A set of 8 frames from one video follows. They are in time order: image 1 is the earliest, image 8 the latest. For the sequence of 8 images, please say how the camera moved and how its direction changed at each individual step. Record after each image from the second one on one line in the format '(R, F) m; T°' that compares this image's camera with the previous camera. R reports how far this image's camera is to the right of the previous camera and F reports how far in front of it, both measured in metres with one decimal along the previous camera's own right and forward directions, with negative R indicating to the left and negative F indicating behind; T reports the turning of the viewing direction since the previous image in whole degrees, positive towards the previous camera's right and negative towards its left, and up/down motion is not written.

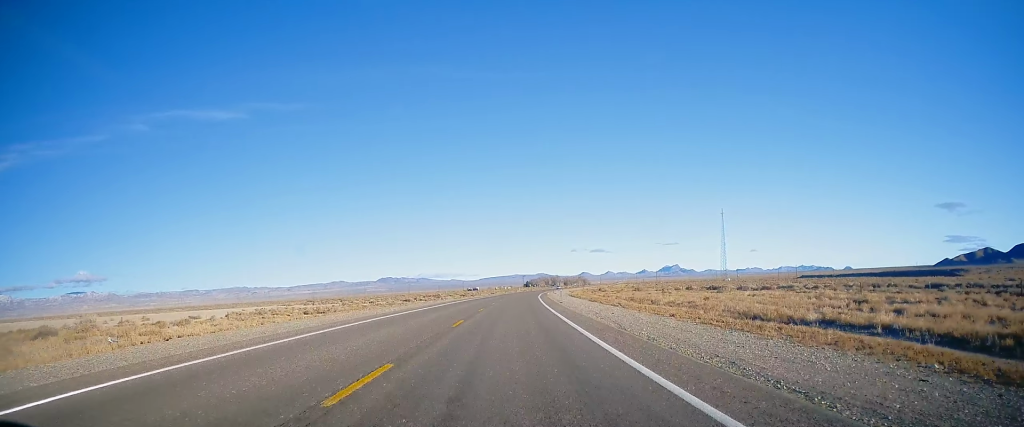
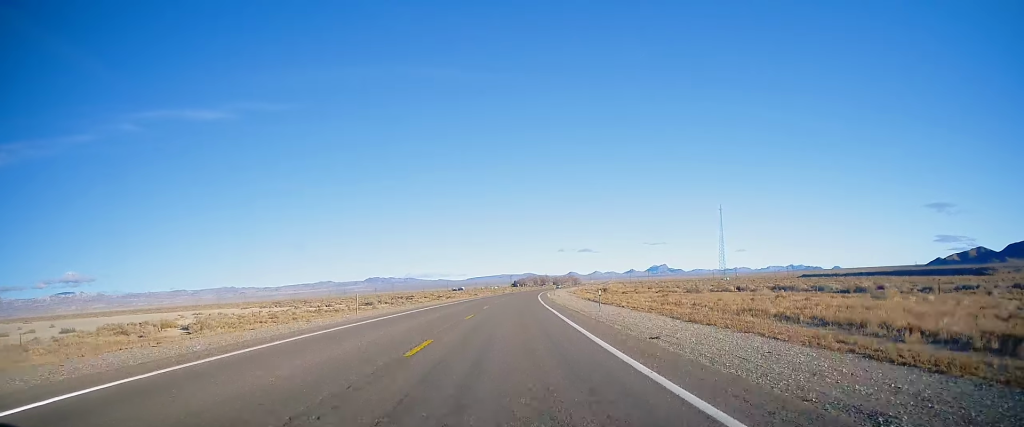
(+0.5, +32.2) m; +1°
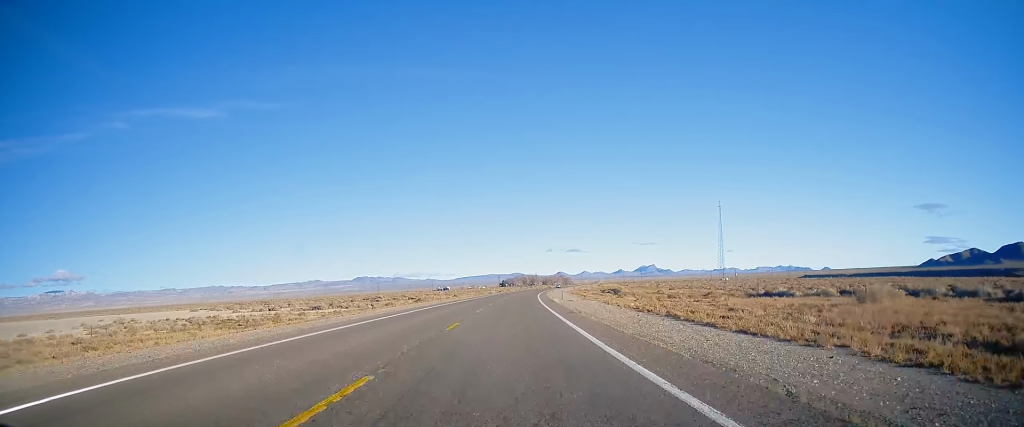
(0.0, +30.1) m; 0°
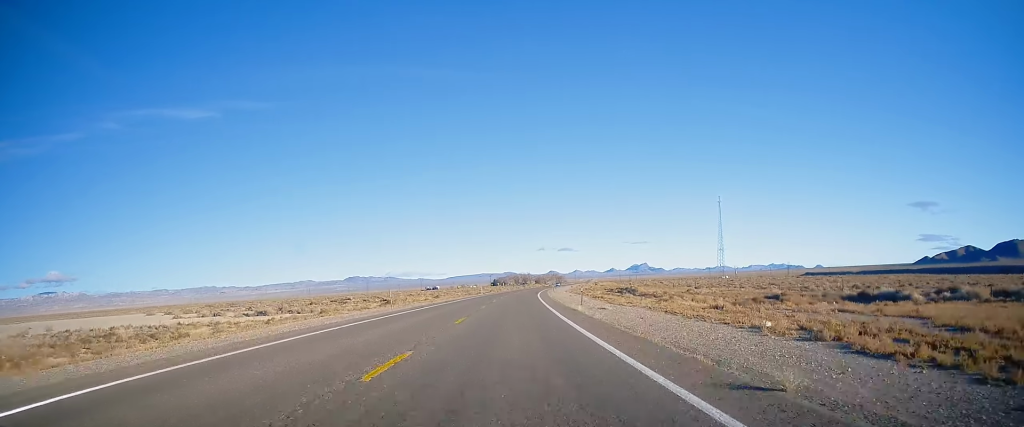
(-0.2, +21.6) m; +1°
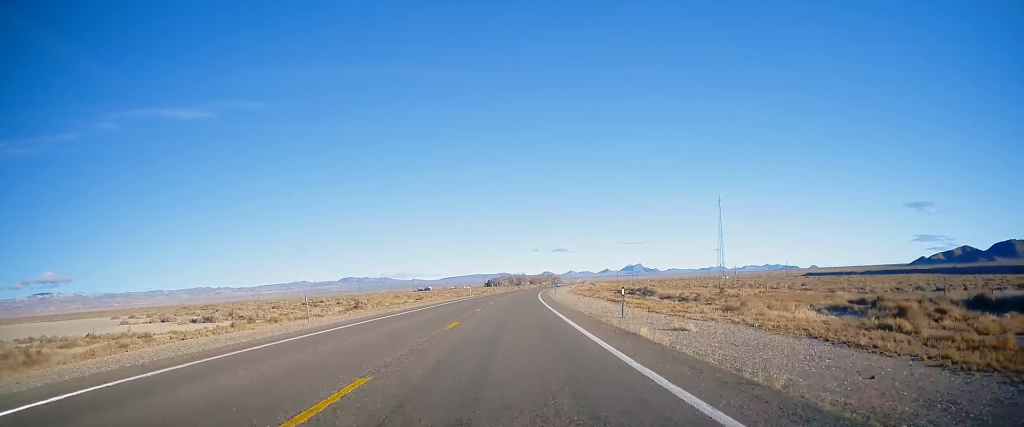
(+0.2, +15.1) m; +1°
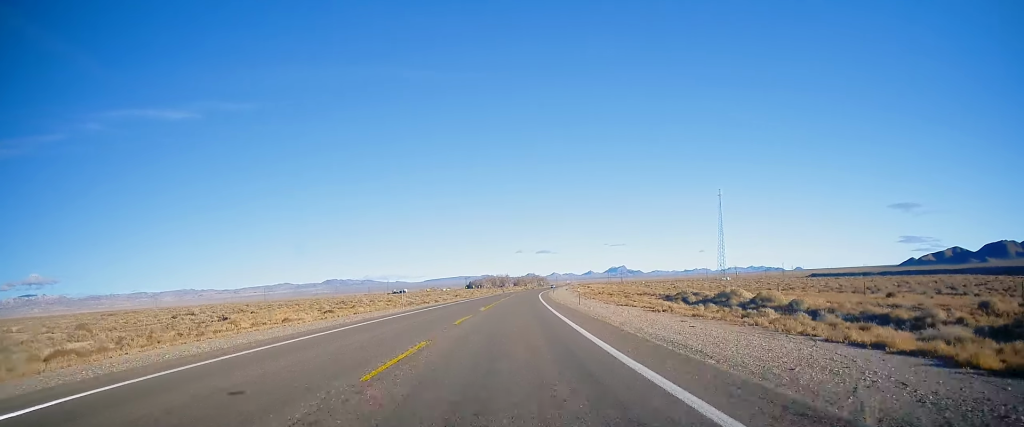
(+1.3, +43.2) m; +2°
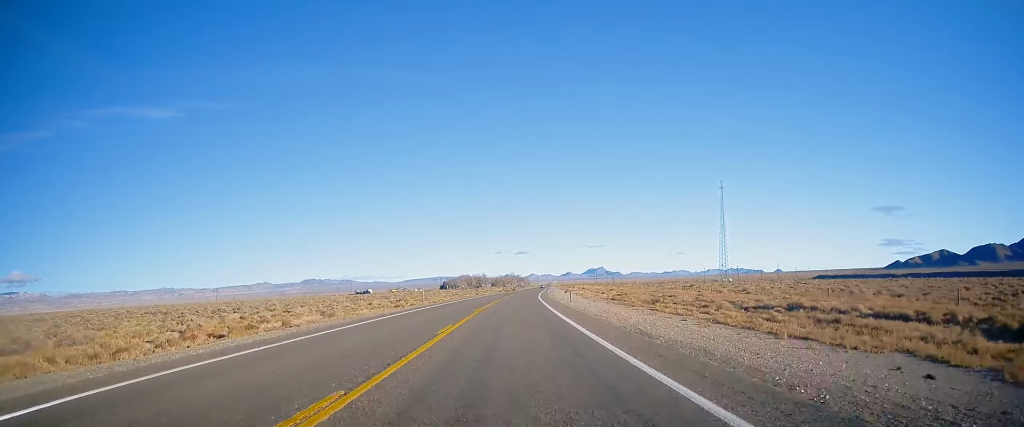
(0.0, +52.9) m; +1°
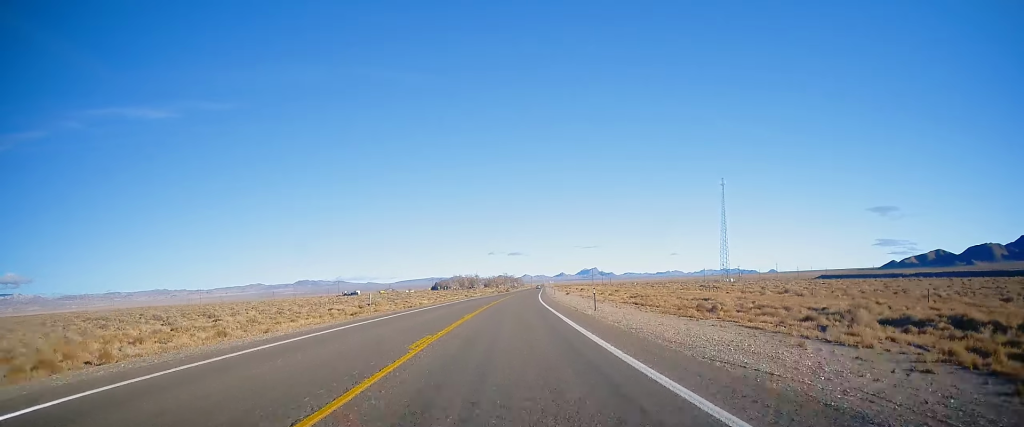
(+0.1, +16.3) m; +1°
